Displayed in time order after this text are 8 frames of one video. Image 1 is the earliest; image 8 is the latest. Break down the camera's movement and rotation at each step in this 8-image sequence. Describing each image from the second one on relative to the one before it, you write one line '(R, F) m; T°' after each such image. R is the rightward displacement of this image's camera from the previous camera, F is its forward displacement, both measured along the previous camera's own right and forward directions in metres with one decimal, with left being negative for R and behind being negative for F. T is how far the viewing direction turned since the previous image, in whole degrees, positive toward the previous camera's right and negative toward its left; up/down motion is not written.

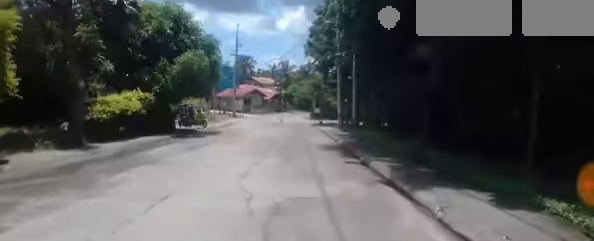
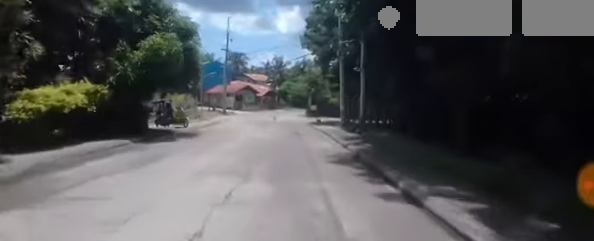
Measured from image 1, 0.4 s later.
(0.0, +2.7) m; 0°
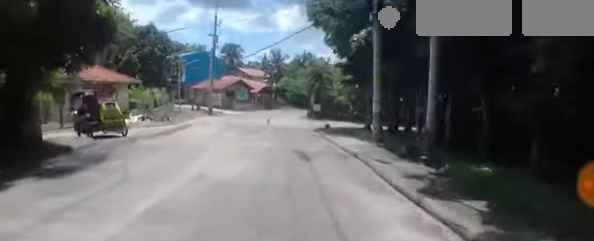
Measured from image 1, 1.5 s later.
(-0.1, +6.3) m; -2°
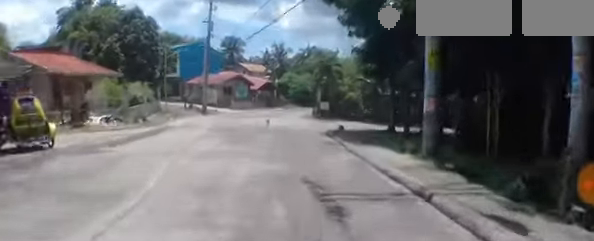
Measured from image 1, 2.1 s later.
(-0.1, +3.8) m; -1°
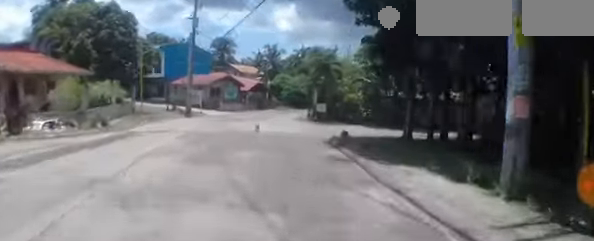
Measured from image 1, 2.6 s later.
(0.0, +2.5) m; -2°
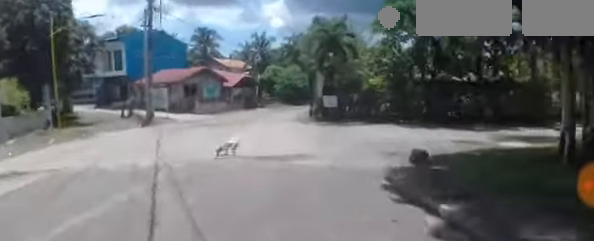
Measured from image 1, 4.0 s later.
(-0.4, +6.9) m; -6°
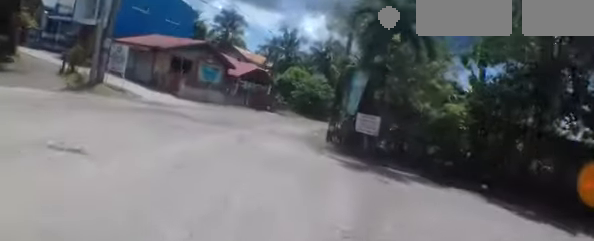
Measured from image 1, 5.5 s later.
(-0.1, +7.4) m; 0°
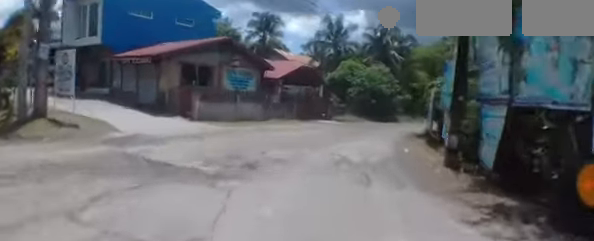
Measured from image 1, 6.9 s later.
(+0.2, +6.6) m; +6°
